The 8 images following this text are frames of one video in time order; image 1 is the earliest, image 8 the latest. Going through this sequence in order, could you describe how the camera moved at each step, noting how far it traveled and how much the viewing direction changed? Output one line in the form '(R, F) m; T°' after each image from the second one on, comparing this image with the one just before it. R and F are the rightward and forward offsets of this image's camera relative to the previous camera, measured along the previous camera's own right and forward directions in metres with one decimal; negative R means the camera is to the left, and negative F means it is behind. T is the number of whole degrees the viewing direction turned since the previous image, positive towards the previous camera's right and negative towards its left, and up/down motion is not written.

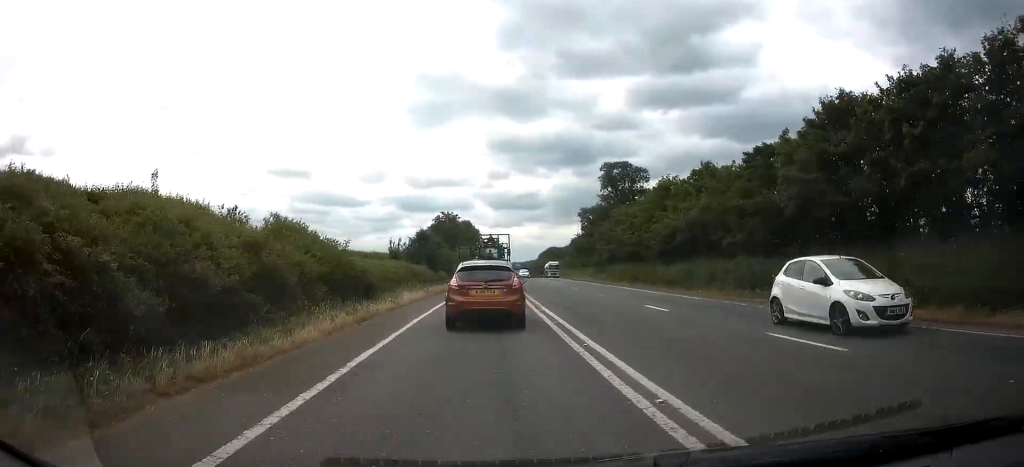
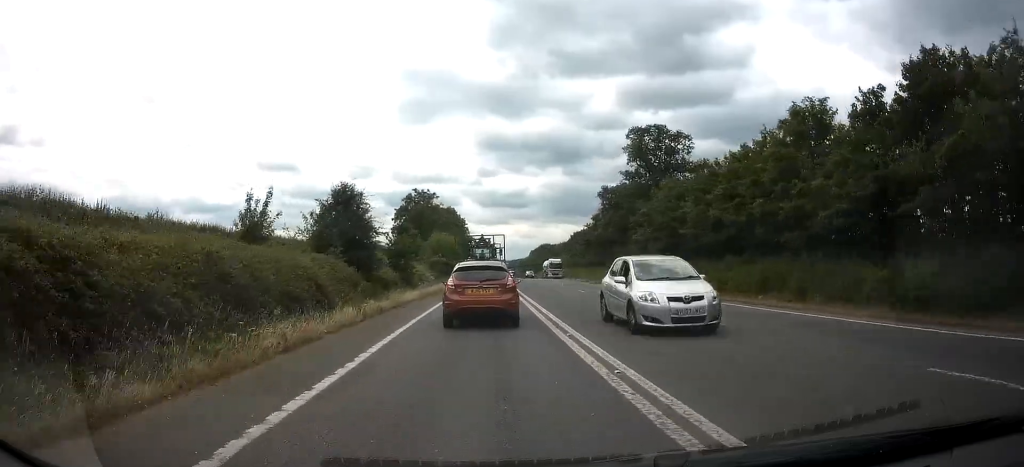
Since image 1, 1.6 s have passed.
(-0.3, +22.3) m; -1°
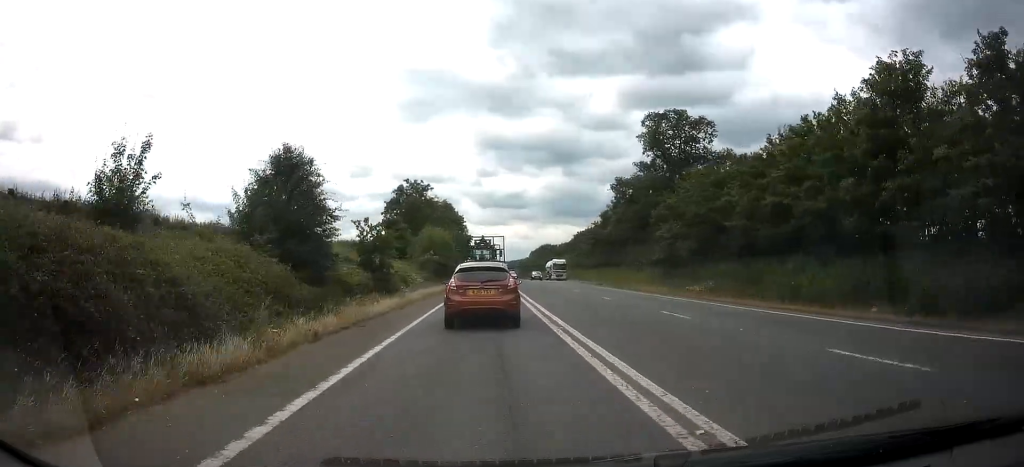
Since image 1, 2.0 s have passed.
(0.0, +6.7) m; +1°
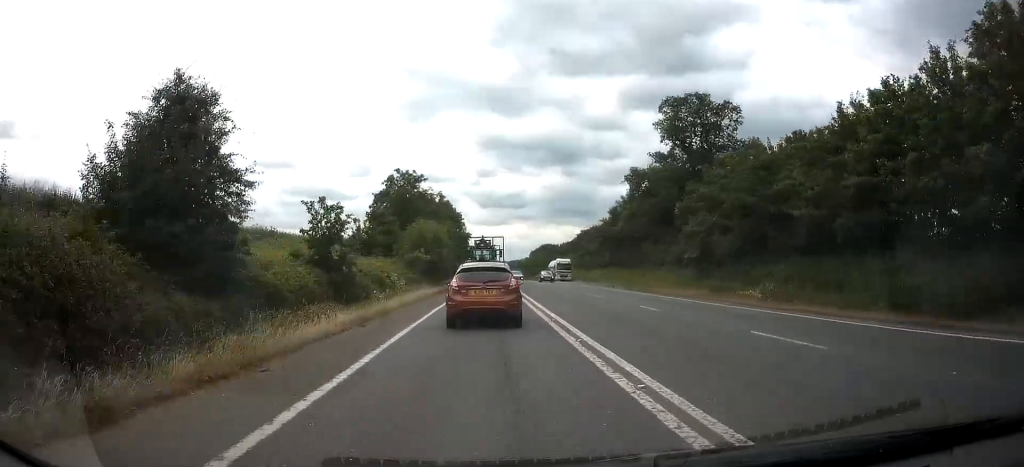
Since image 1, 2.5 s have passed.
(0.0, +6.2) m; +1°
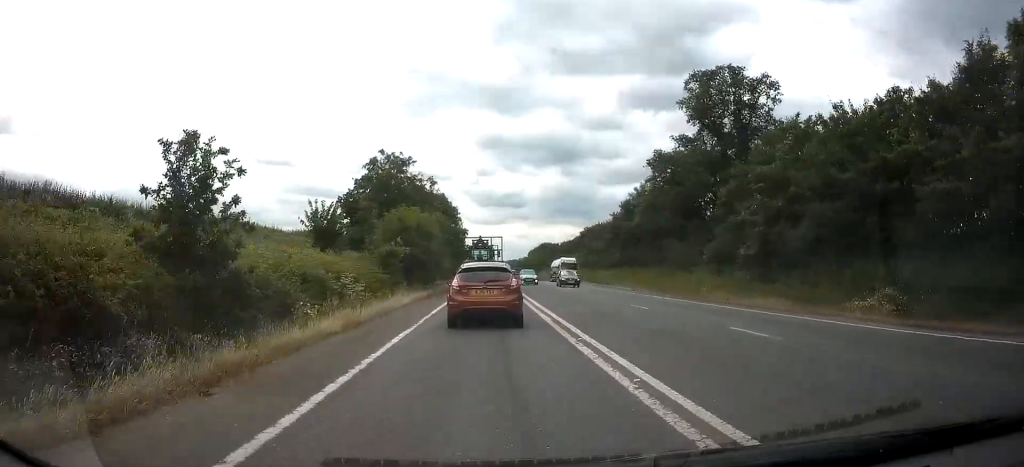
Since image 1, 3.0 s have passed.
(+0.2, +7.7) m; 0°
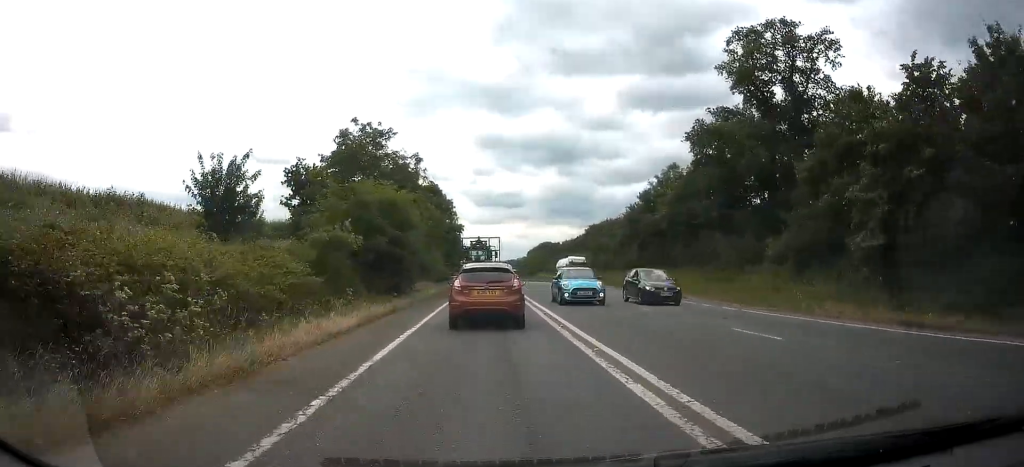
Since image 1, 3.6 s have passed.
(0.0, +9.3) m; 0°
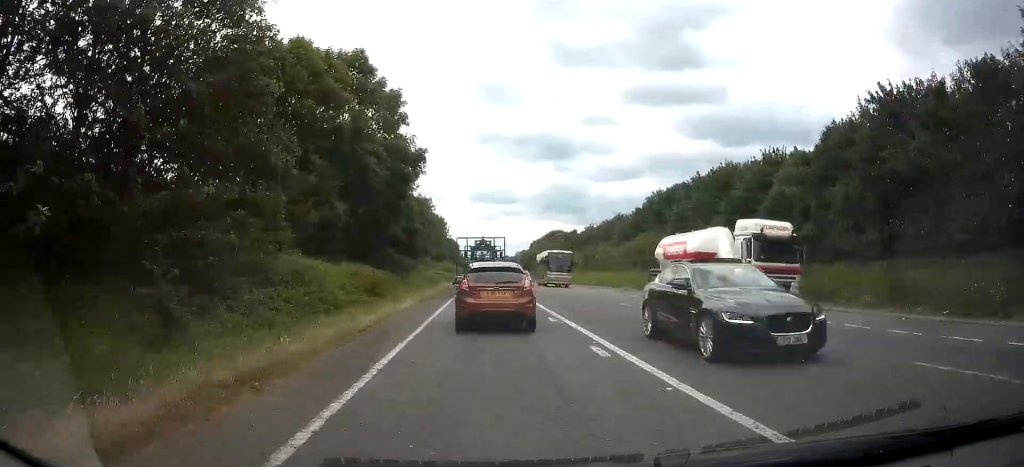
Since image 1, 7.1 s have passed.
(+1.5, +51.4) m; +5°
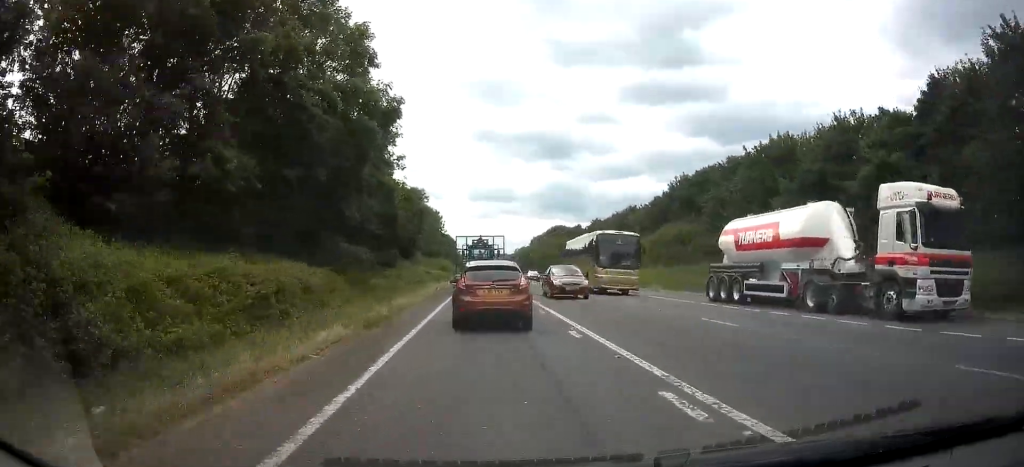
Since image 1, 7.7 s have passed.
(+0.1, +9.9) m; 0°
